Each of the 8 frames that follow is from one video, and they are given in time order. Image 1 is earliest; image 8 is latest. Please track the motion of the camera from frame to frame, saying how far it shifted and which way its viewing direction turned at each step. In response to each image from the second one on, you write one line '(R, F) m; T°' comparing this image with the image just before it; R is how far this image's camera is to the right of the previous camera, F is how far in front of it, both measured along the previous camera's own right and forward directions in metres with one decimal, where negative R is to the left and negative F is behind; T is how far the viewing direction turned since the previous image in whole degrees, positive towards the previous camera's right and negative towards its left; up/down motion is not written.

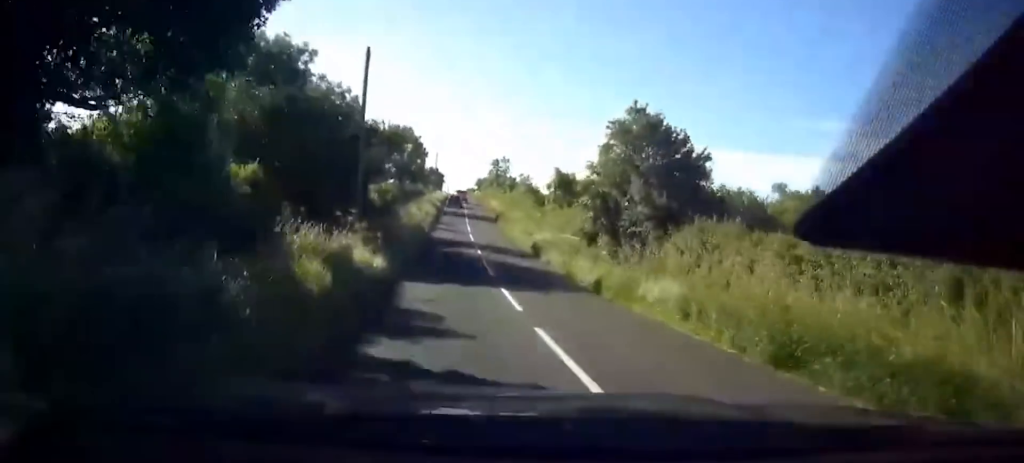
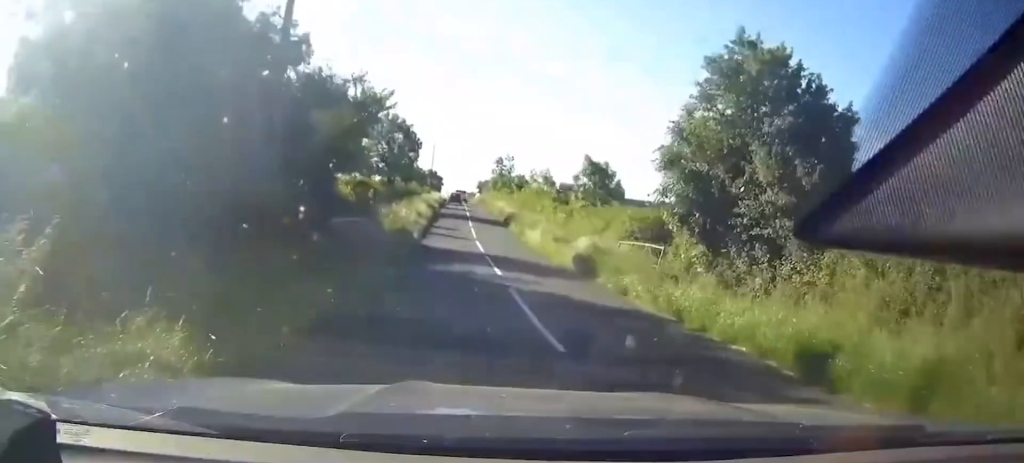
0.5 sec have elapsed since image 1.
(-0.1, +11.5) m; 0°
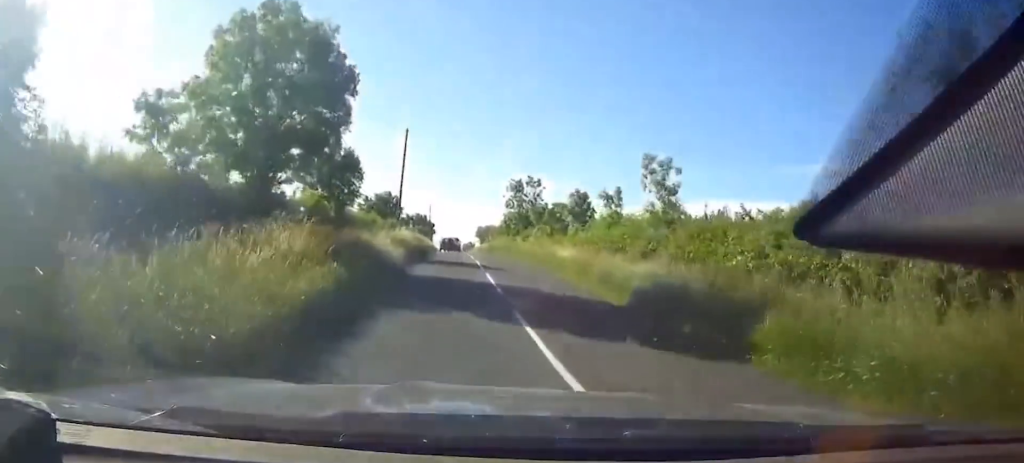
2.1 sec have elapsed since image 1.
(+0.1, +38.9) m; 0°
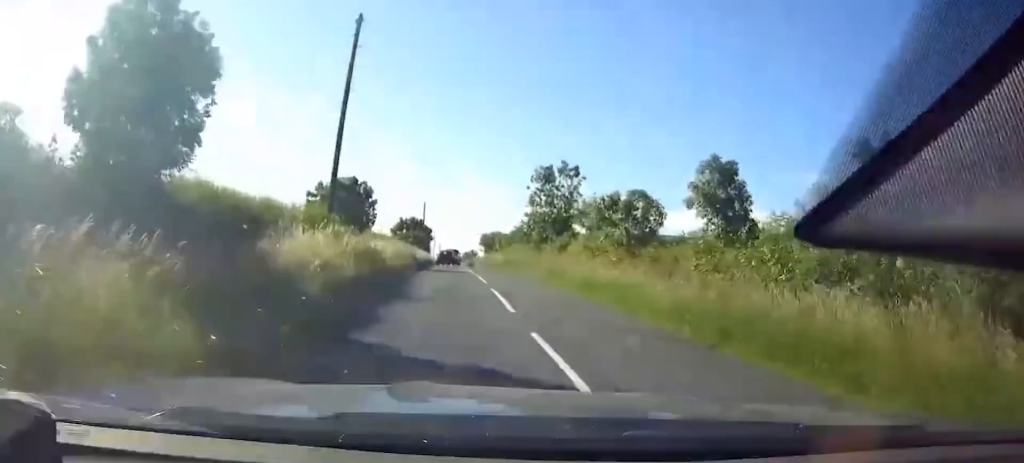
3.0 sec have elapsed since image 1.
(-0.1, +20.8) m; -1°
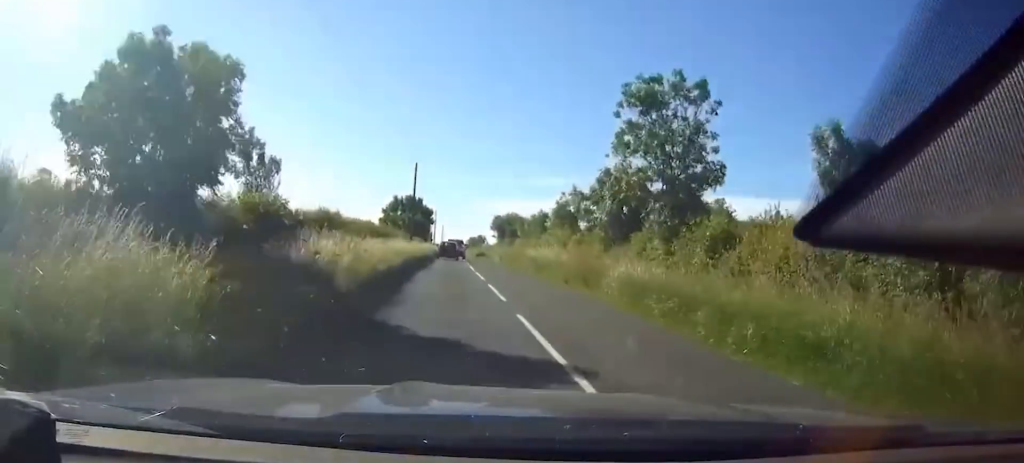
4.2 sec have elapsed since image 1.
(-0.1, +24.9) m; 0°
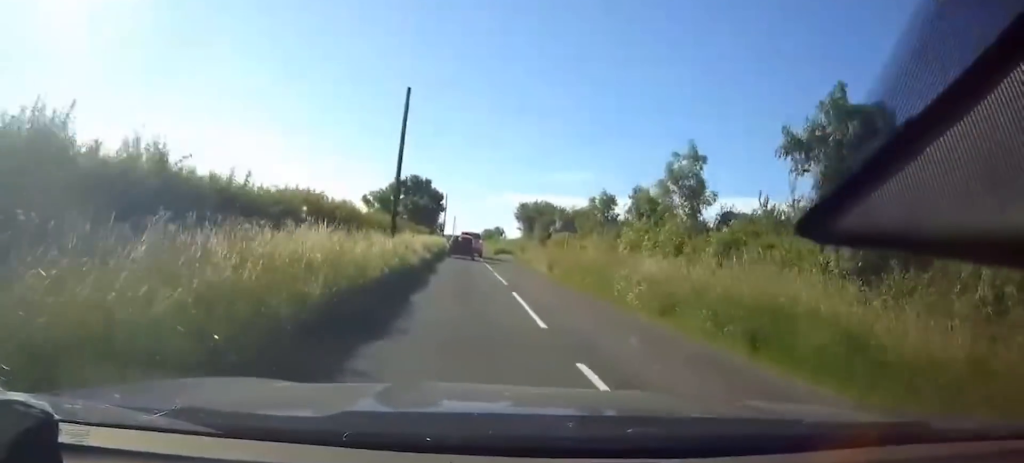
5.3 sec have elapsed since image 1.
(+0.1, +20.9) m; 0°
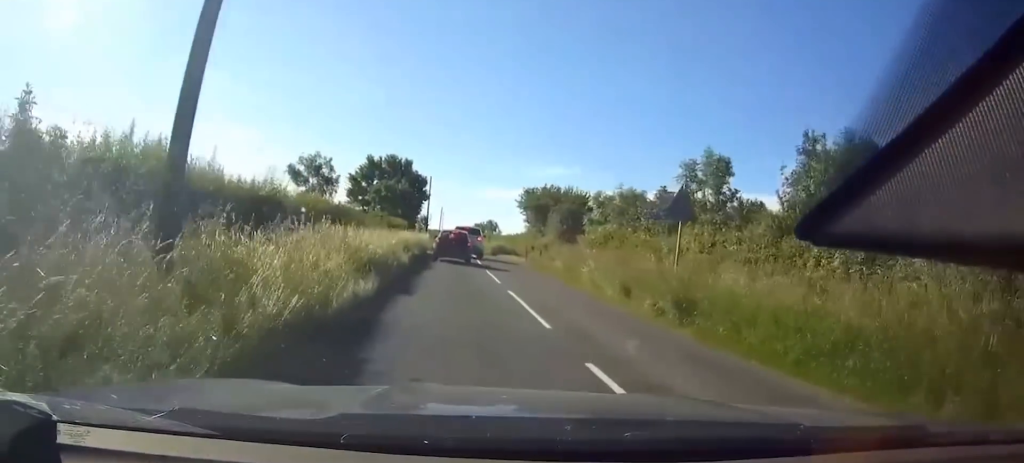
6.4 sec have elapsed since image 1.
(+0.1, +17.7) m; +1°
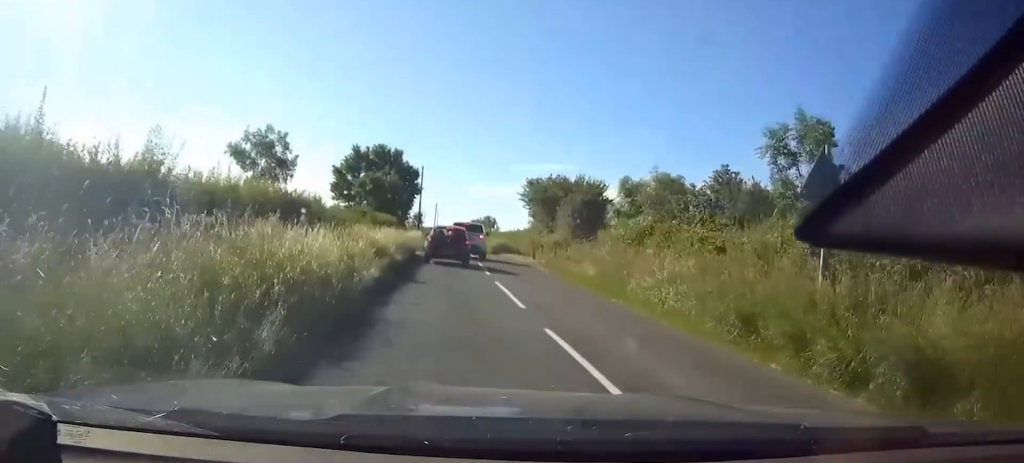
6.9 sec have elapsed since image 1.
(0.0, +6.7) m; 0°
